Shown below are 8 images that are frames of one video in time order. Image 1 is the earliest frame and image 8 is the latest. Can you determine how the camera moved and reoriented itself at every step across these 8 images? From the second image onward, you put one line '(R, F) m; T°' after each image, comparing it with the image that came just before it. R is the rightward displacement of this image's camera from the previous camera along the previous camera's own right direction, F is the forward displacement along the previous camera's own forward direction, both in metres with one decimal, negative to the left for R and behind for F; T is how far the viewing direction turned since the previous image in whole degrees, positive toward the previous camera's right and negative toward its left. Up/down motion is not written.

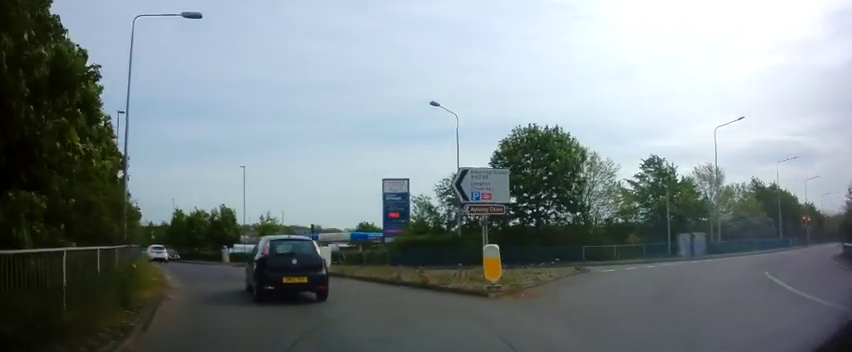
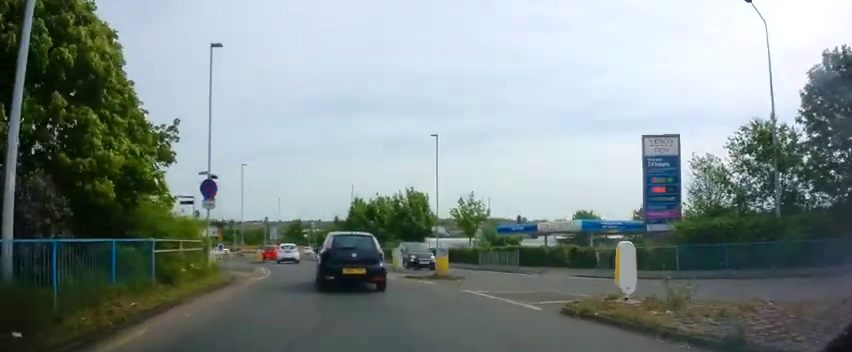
(-3.2, +12.5) m; -23°
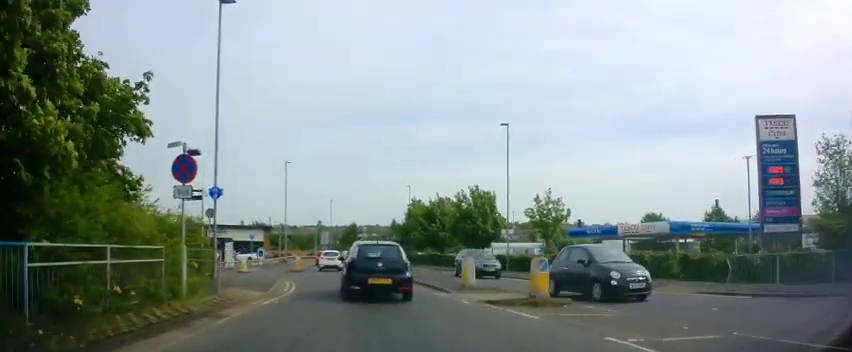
(-0.3, +5.5) m; -7°
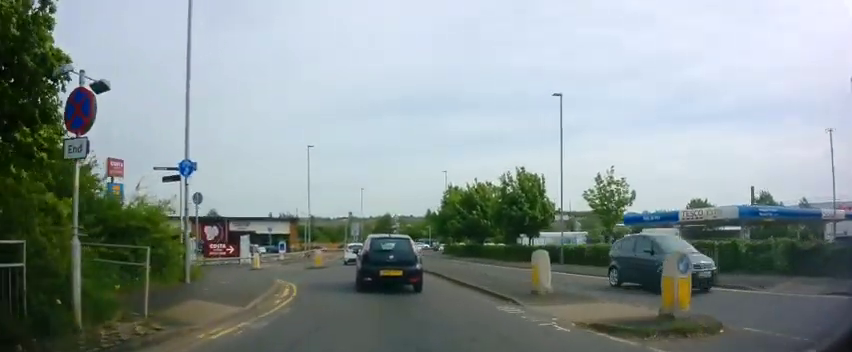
(-0.3, +4.9) m; -4°
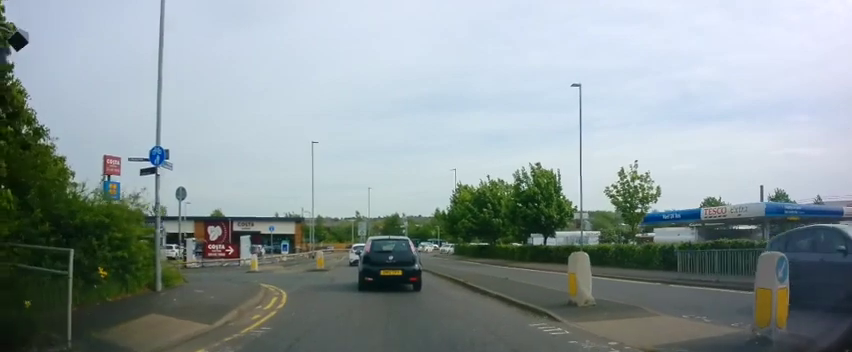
(0.0, +2.0) m; -1°
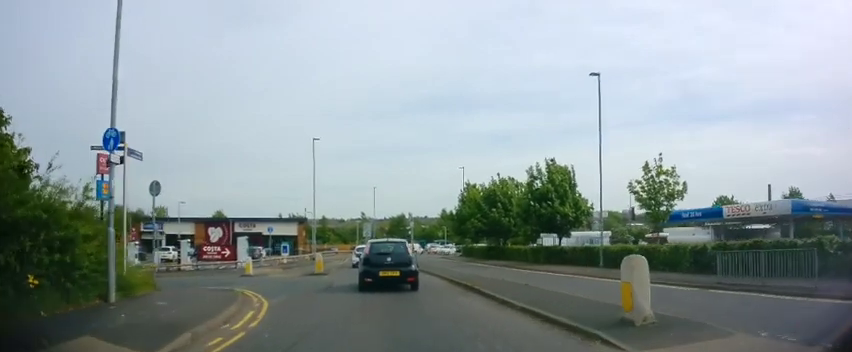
(+0.1, +2.1) m; -1°
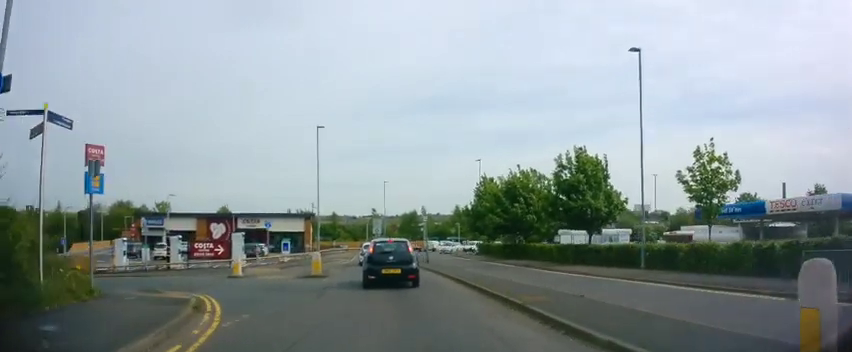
(-0.2, +3.4) m; 0°
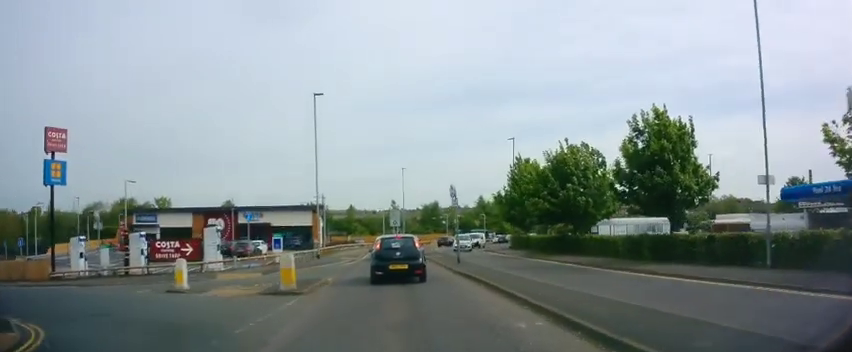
(+0.1, +7.5) m; -2°
